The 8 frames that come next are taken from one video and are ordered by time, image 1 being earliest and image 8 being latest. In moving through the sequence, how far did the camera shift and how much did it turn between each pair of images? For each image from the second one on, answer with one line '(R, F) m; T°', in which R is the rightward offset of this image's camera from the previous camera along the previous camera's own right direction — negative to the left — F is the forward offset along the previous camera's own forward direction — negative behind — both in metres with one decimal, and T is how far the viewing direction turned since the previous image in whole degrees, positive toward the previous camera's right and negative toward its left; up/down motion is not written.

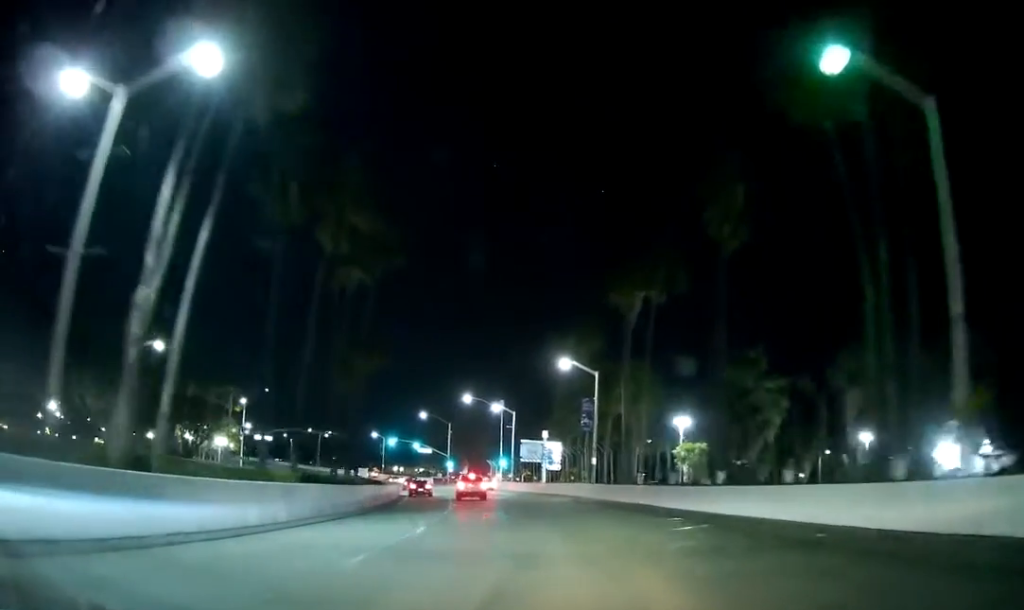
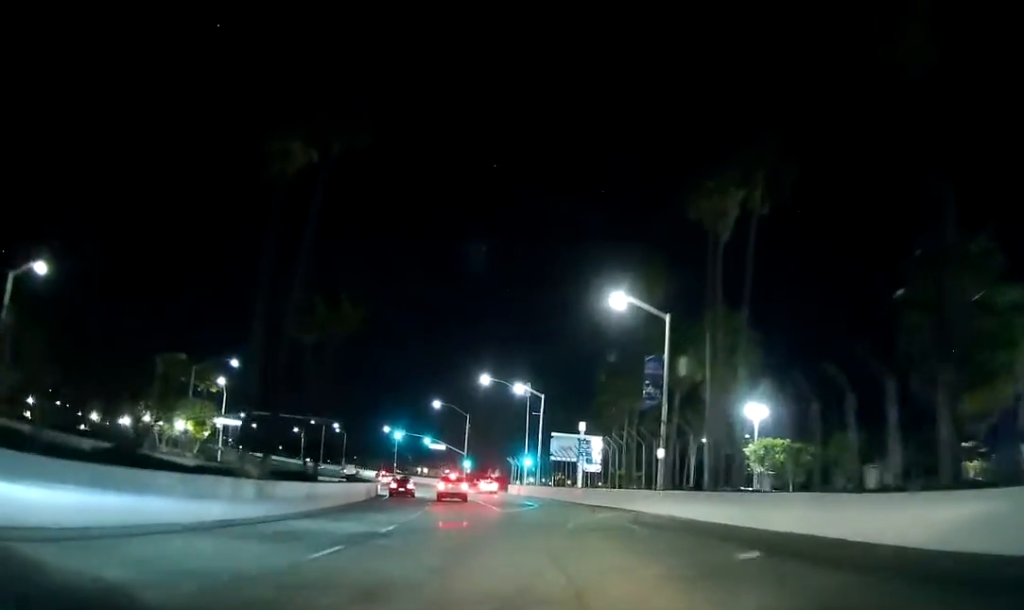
(-0.5, +21.7) m; -2°
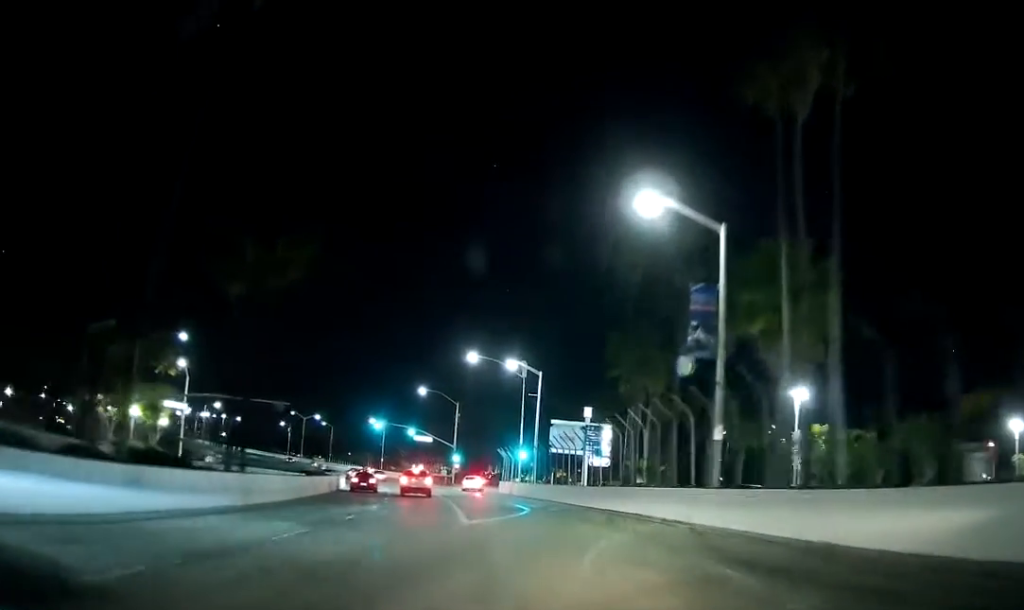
(+0.1, +12.3) m; -1°
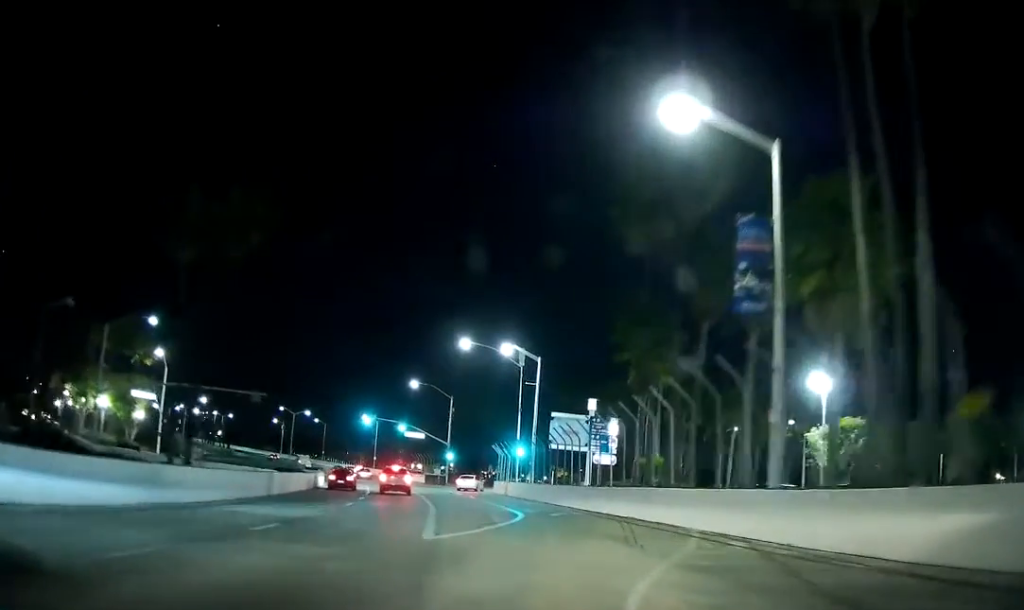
(-0.2, +6.6) m; 0°
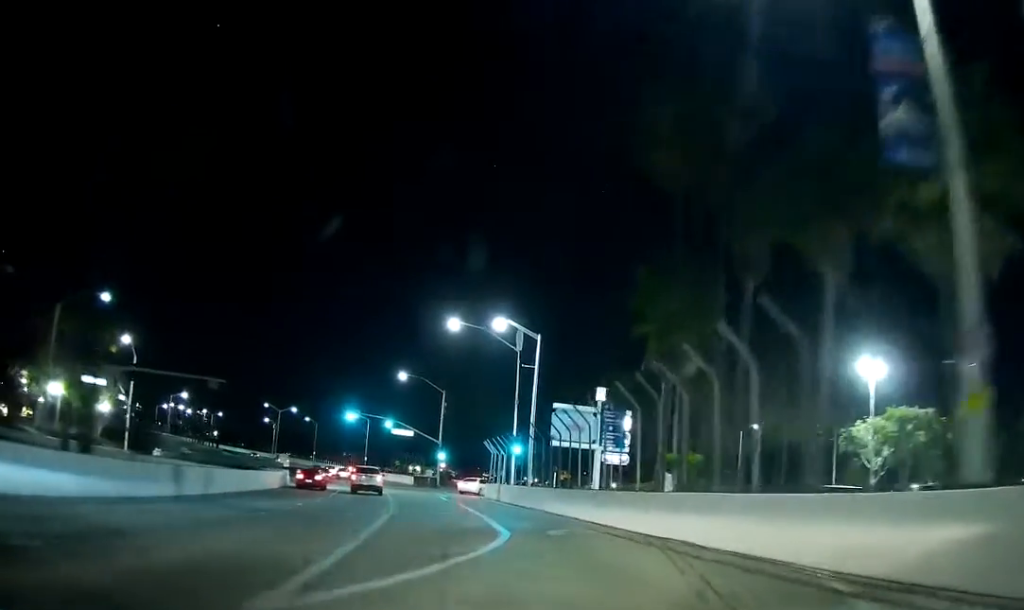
(-0.2, +8.6) m; 0°
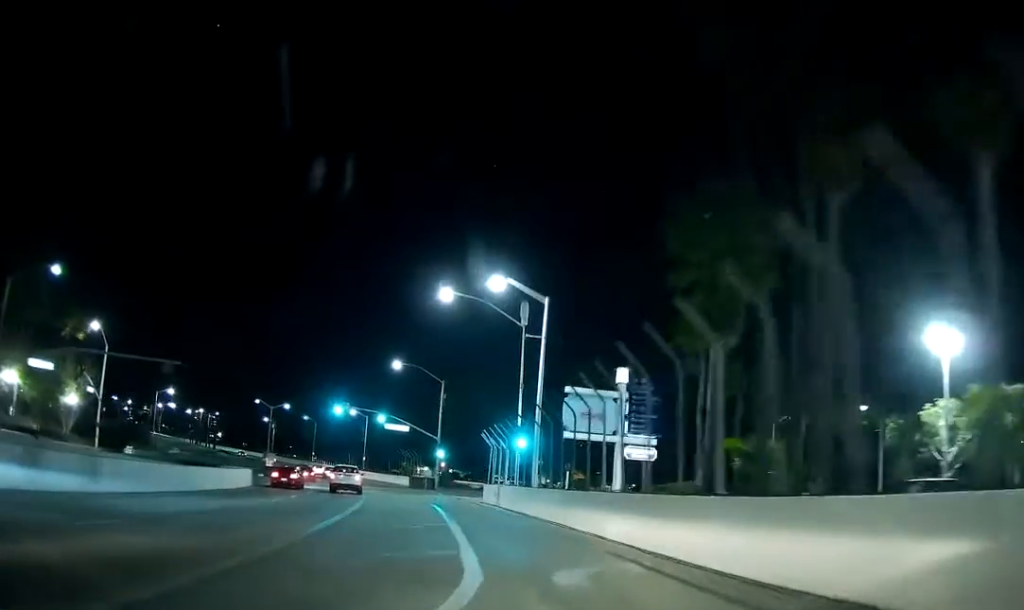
(+0.2, +8.7) m; -2°
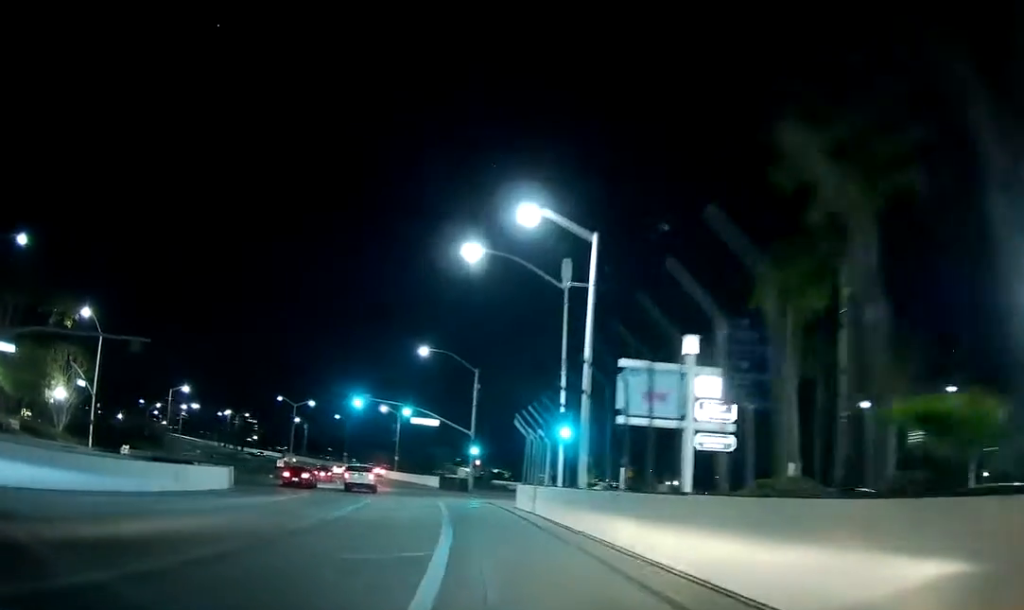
(-0.1, +8.4) m; -3°
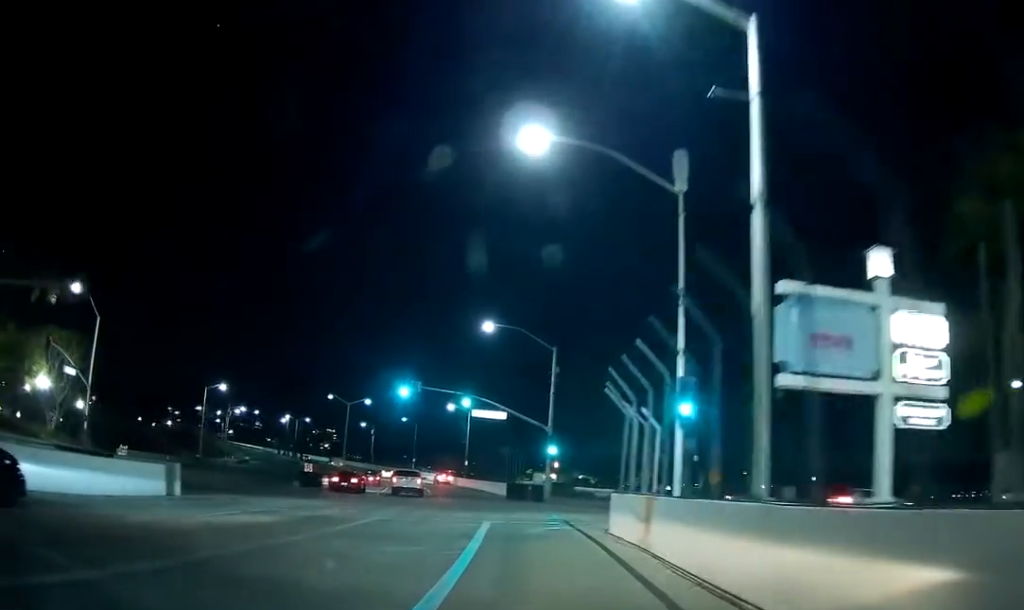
(-0.9, +13.2) m; -5°
